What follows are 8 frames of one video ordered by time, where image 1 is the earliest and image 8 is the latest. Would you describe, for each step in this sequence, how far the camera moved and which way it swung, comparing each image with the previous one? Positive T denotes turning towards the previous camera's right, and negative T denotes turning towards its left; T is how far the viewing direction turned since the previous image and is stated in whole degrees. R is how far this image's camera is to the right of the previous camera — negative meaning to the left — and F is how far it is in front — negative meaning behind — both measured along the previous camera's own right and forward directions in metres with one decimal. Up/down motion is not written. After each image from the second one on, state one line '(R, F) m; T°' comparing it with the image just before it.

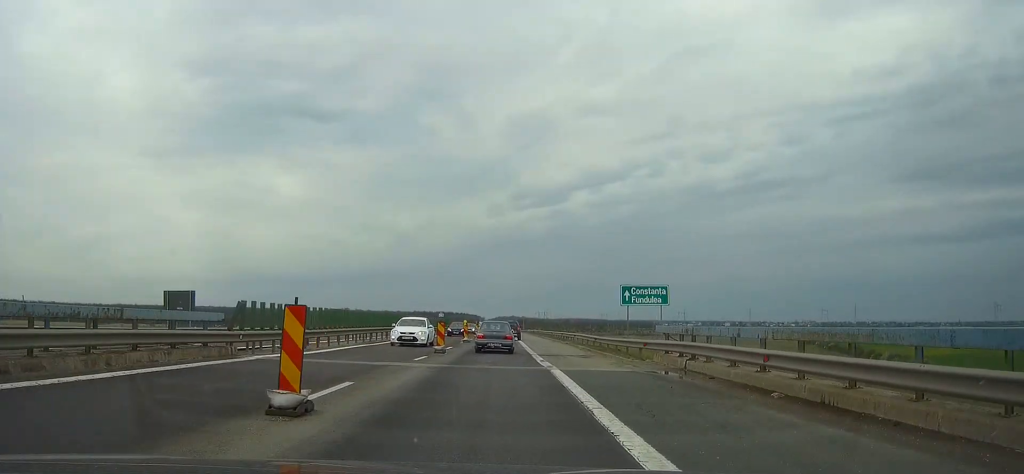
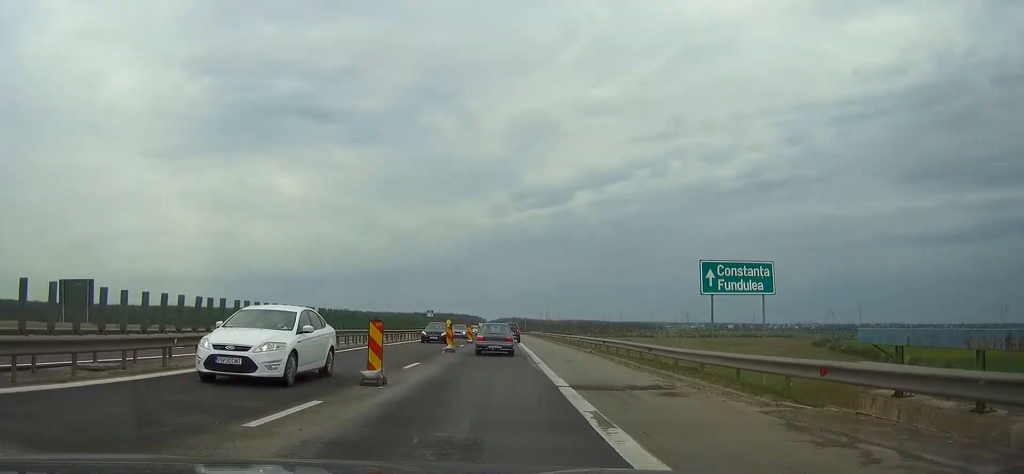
(0.0, +14.4) m; 0°
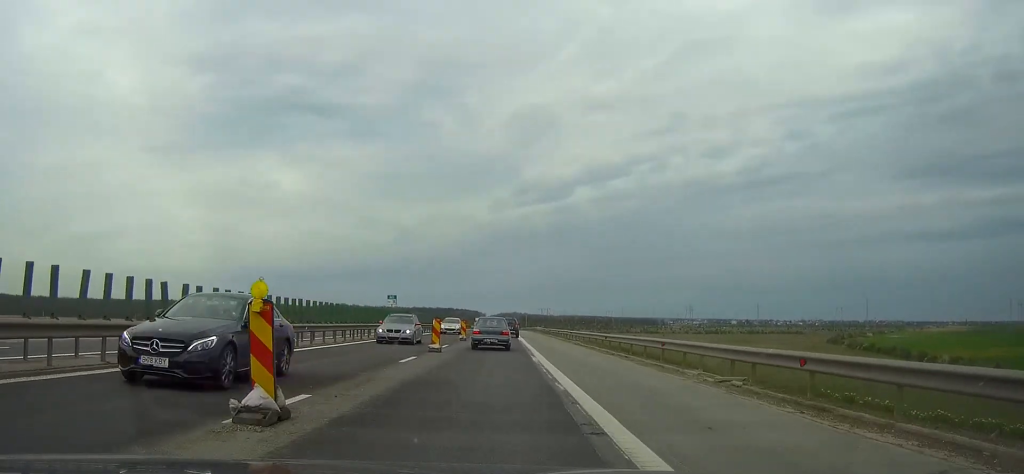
(-0.1, +24.9) m; 0°
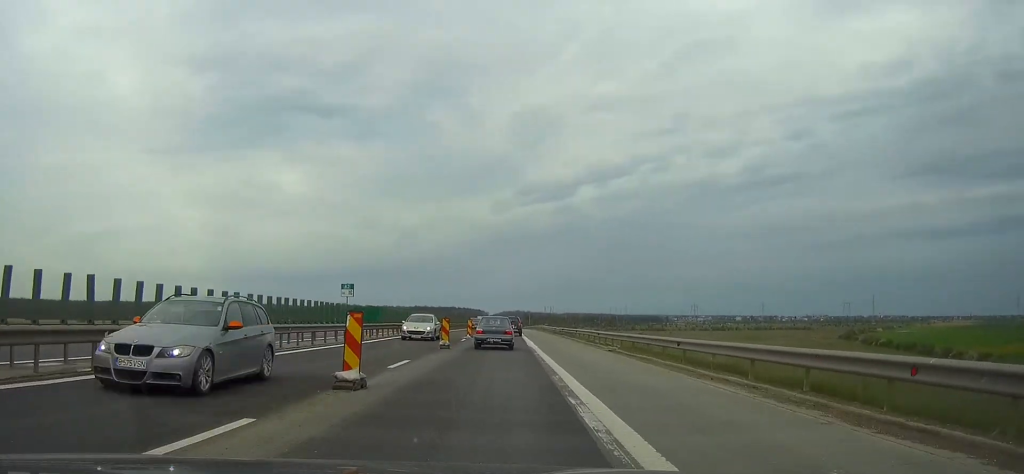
(0.0, +14.5) m; 0°
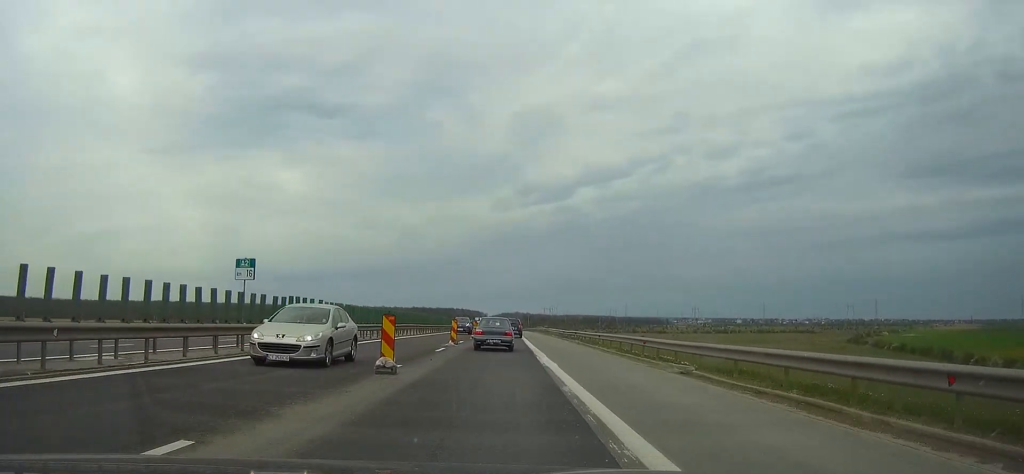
(0.0, +13.7) m; 0°
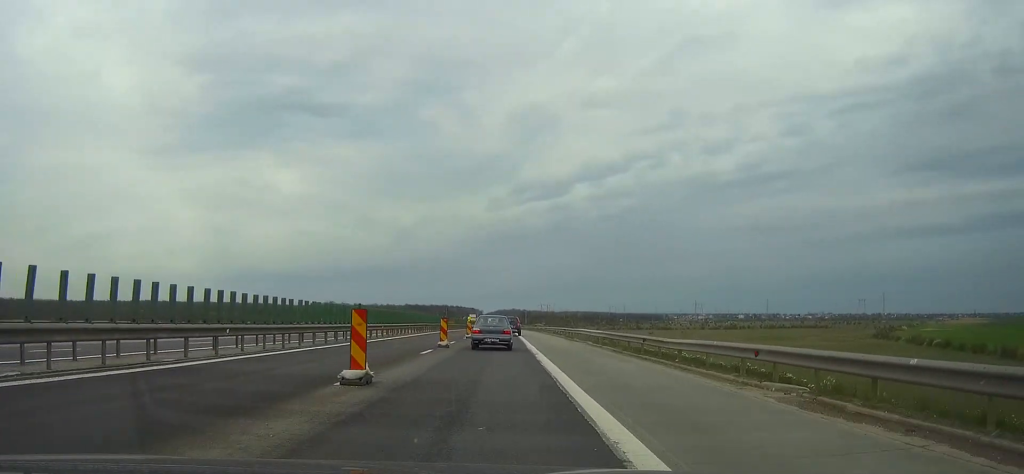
(0.0, +39.5) m; 0°
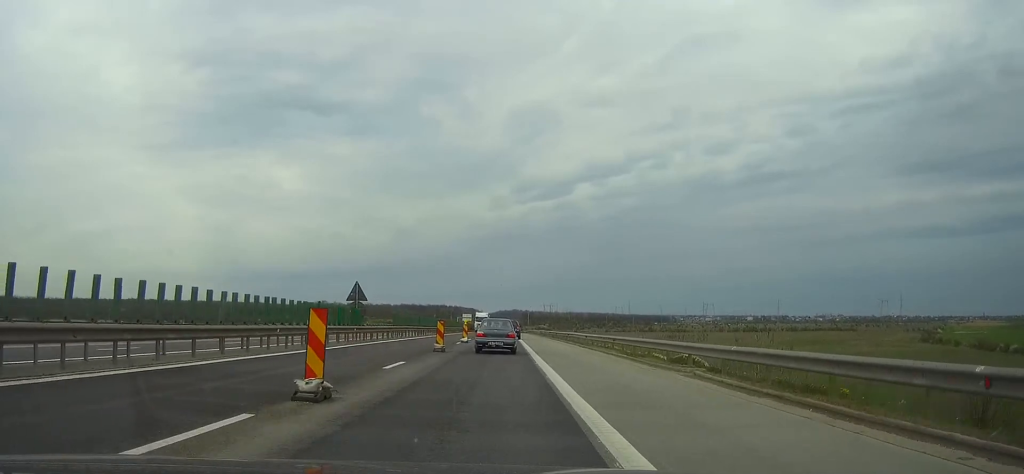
(+0.2, +55.4) m; 0°
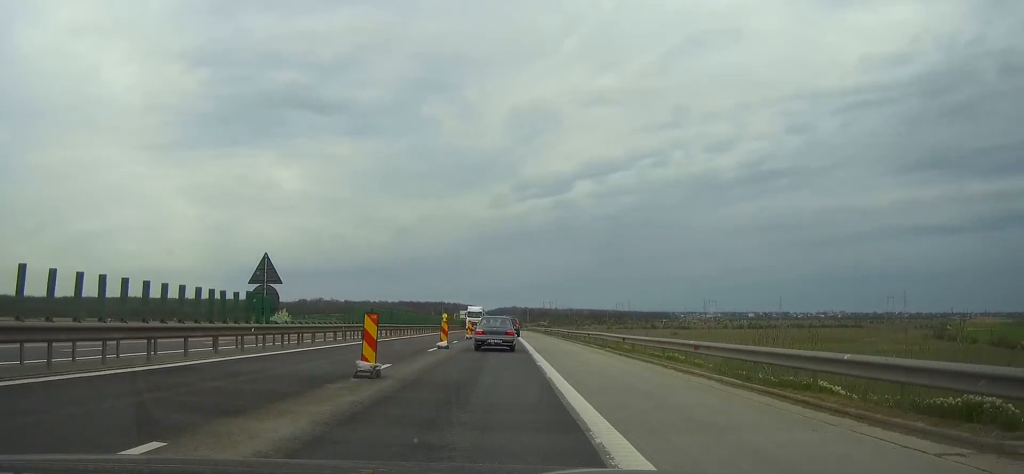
(-0.1, +14.4) m; 0°
